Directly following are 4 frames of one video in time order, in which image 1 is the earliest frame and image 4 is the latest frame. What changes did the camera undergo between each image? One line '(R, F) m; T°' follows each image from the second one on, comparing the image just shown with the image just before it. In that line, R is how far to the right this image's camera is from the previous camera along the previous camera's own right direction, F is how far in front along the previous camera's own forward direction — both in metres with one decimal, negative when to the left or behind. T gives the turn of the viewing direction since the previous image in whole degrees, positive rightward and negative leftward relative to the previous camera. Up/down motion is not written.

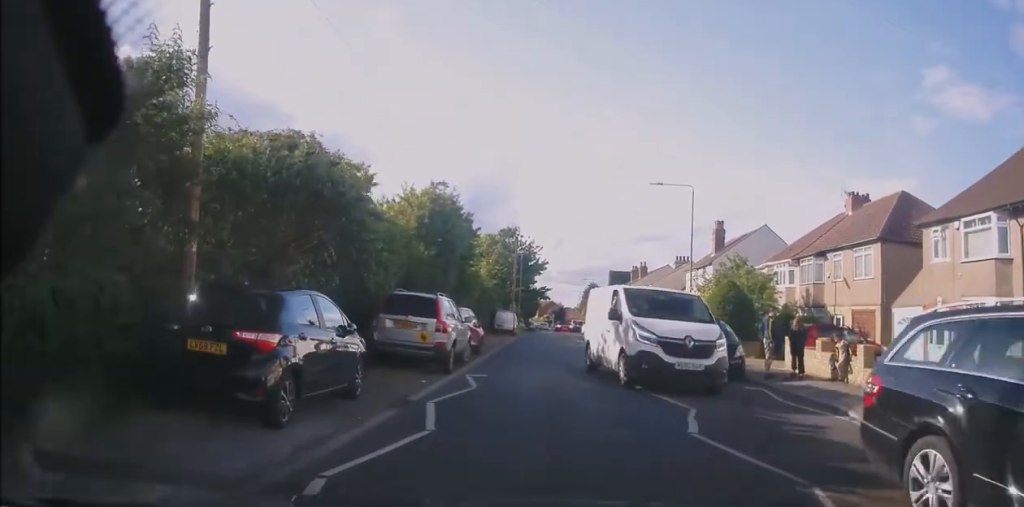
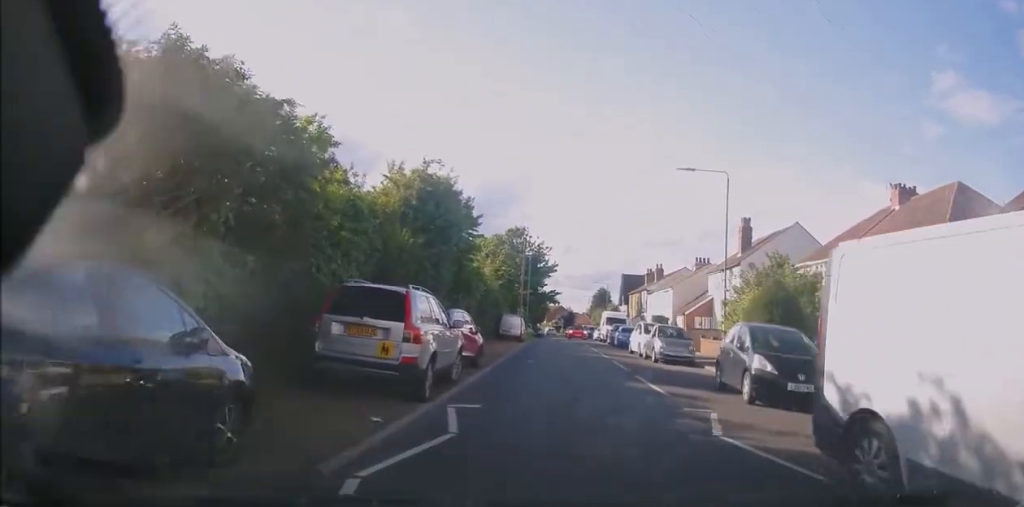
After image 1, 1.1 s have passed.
(-0.3, +4.5) m; -4°
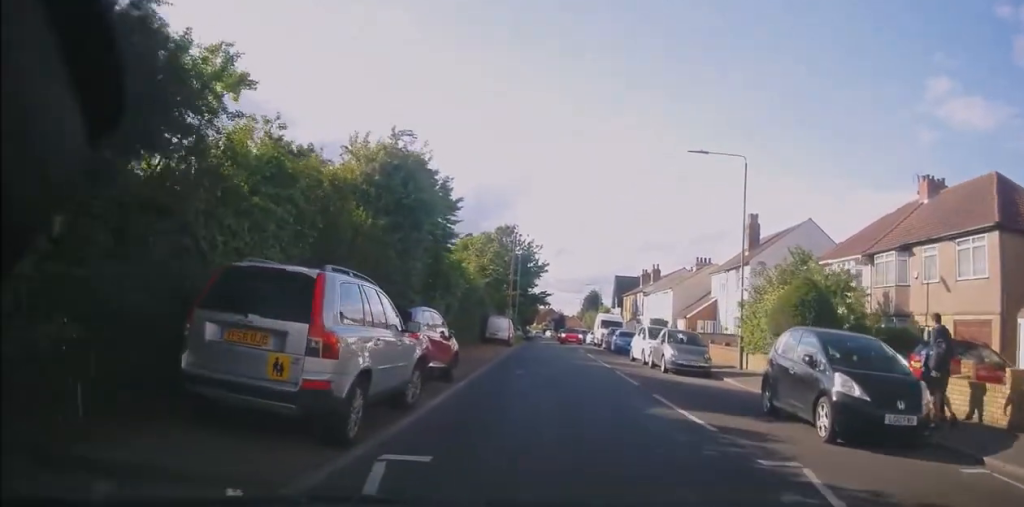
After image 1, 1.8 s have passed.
(0.0, +3.4) m; 0°
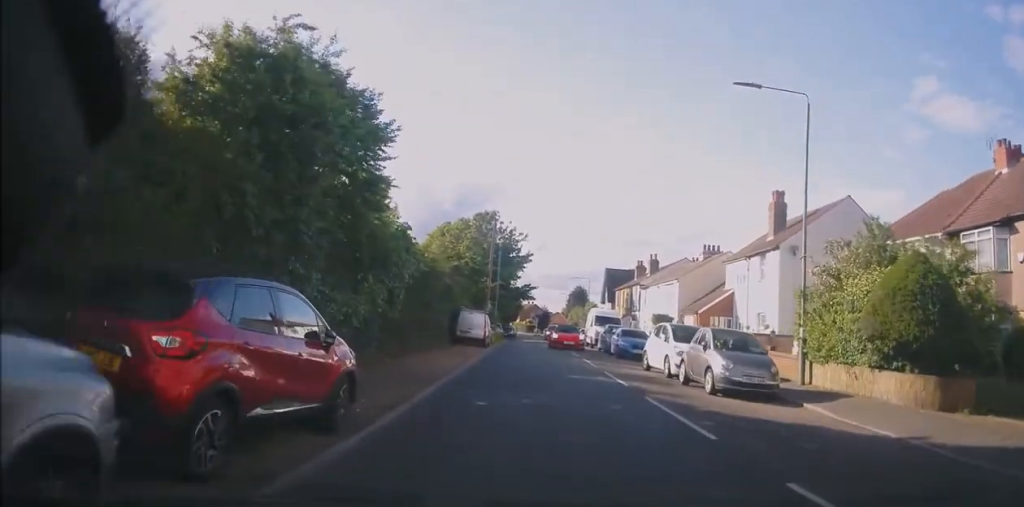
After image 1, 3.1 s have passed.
(+0.1, +7.1) m; +2°
